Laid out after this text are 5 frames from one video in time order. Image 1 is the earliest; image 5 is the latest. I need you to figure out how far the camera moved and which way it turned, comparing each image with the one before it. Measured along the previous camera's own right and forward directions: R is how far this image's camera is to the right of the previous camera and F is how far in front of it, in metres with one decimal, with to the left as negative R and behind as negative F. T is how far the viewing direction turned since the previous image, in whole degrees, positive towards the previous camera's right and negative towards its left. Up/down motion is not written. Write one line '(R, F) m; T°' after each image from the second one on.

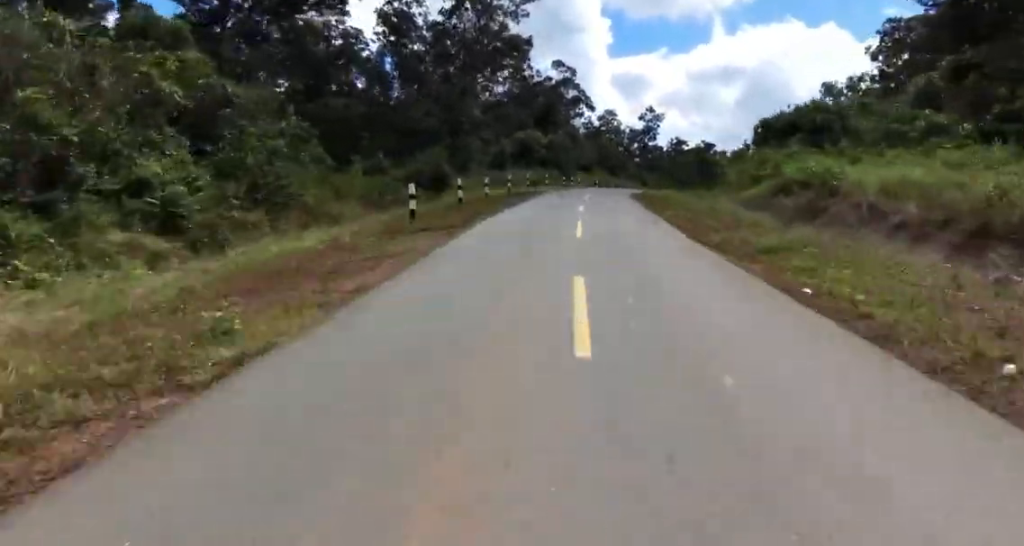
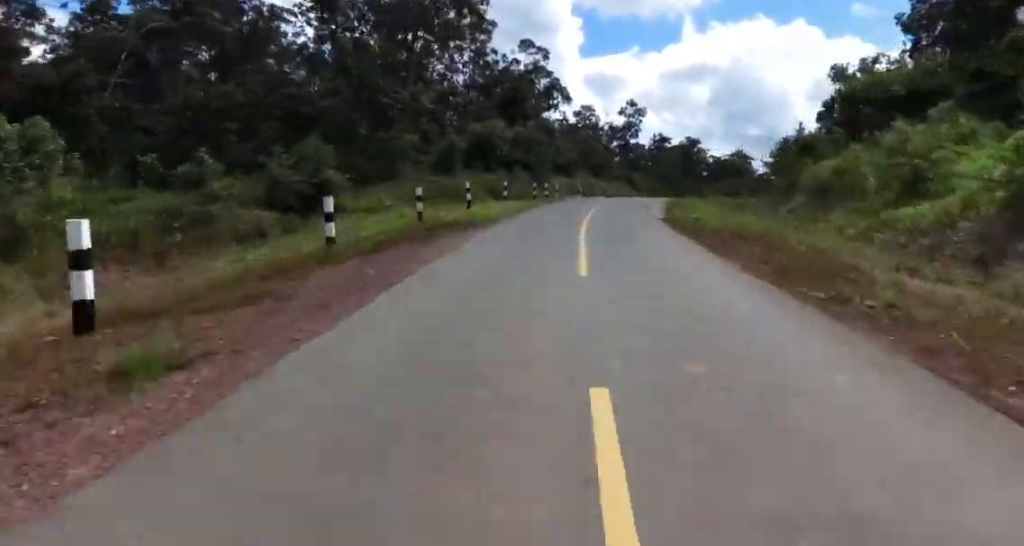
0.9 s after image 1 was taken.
(-0.7, +20.0) m; +1°
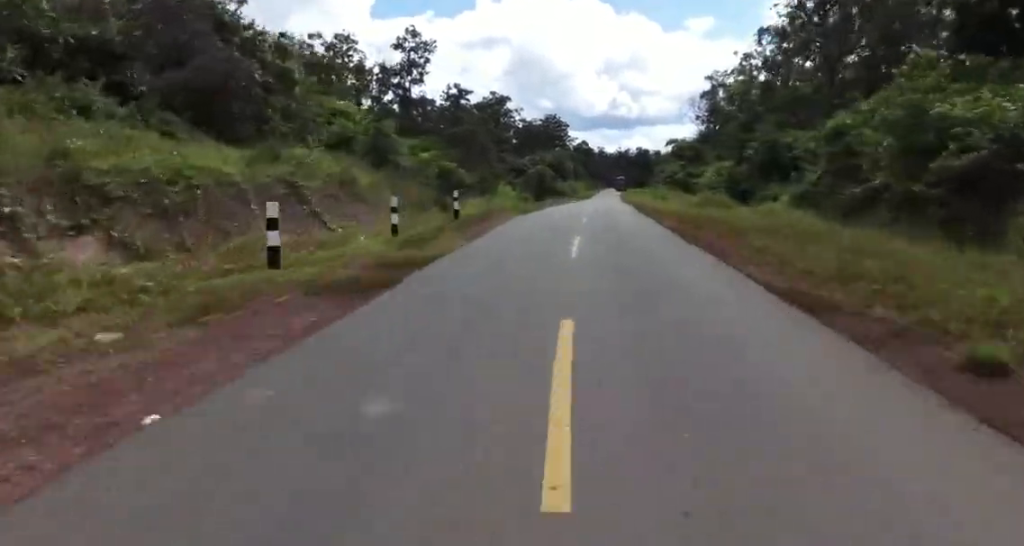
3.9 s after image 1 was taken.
(+11.4, +61.3) m; +22°
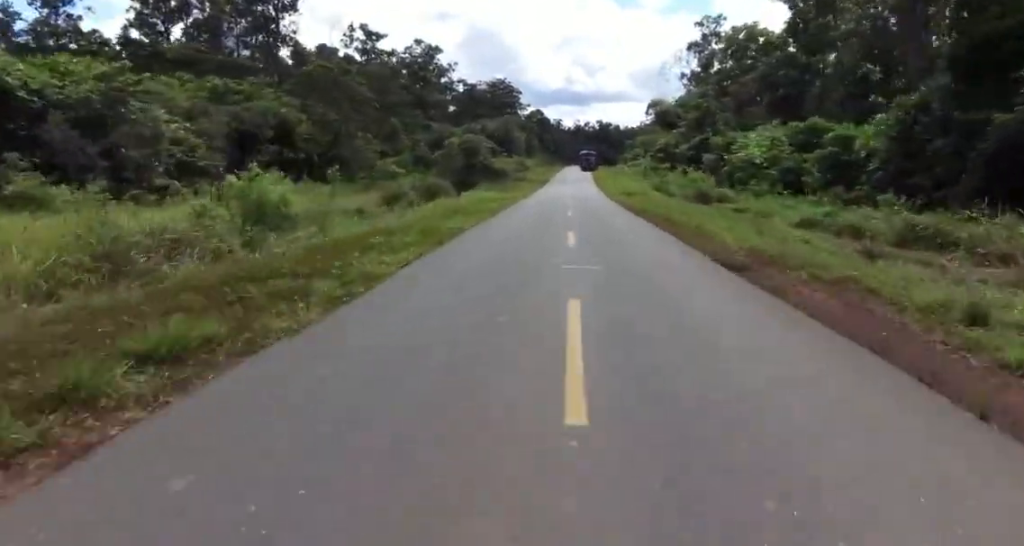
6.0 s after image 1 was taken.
(+2.8, +40.8) m; +3°
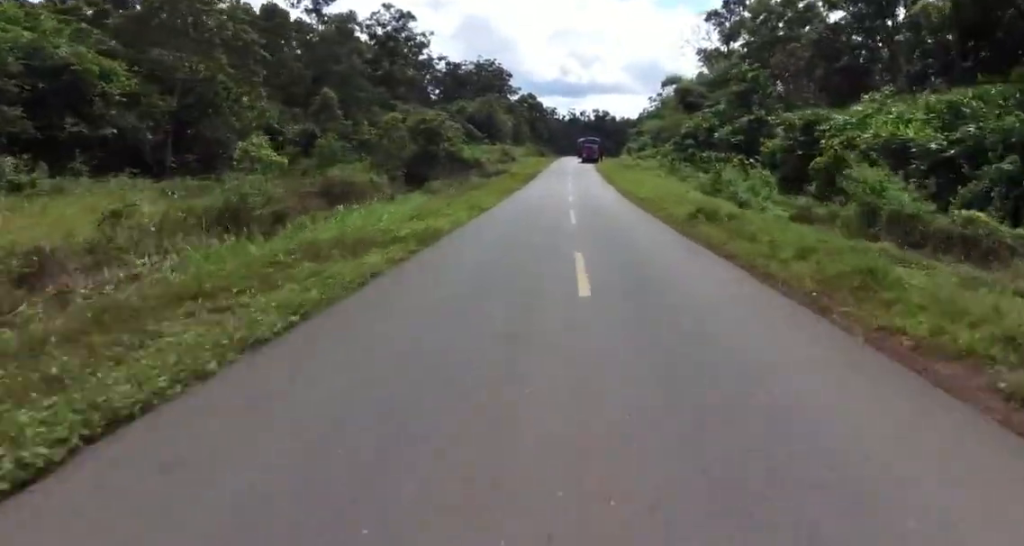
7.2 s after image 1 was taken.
(-0.7, +22.3) m; -3°
